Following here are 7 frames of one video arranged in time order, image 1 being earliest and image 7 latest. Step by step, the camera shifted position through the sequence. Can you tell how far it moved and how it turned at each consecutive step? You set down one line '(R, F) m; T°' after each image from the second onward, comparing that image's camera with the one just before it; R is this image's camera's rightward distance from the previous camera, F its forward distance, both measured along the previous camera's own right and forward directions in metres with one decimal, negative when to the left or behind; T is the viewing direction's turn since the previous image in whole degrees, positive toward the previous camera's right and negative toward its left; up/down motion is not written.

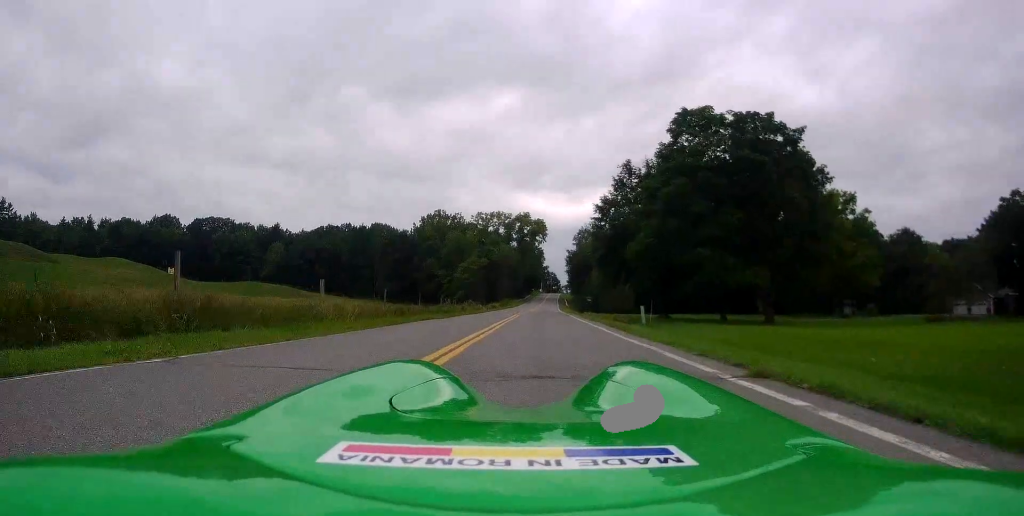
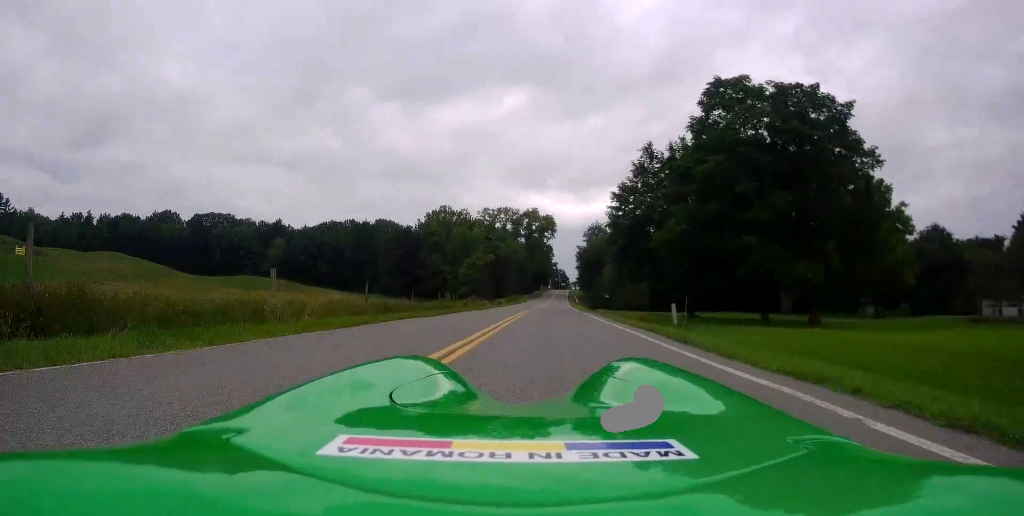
(+0.1, +5.6) m; -1°
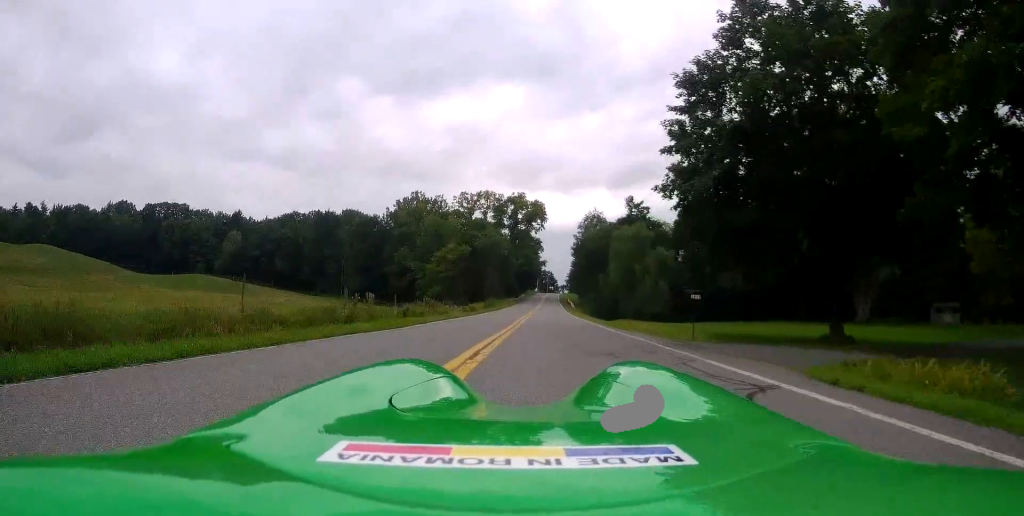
(+0.1, +22.4) m; +3°
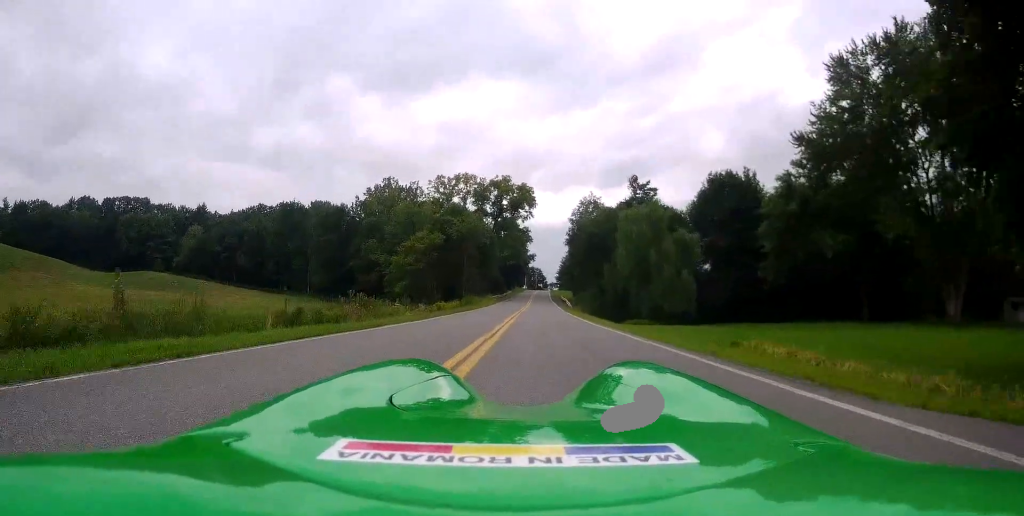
(-0.4, +15.8) m; -1°
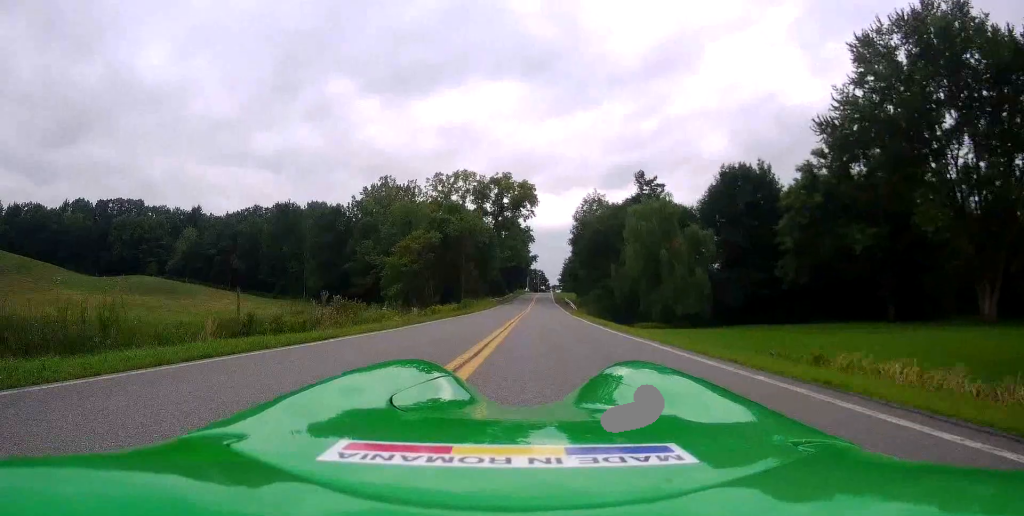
(+0.1, +4.1) m; 0°
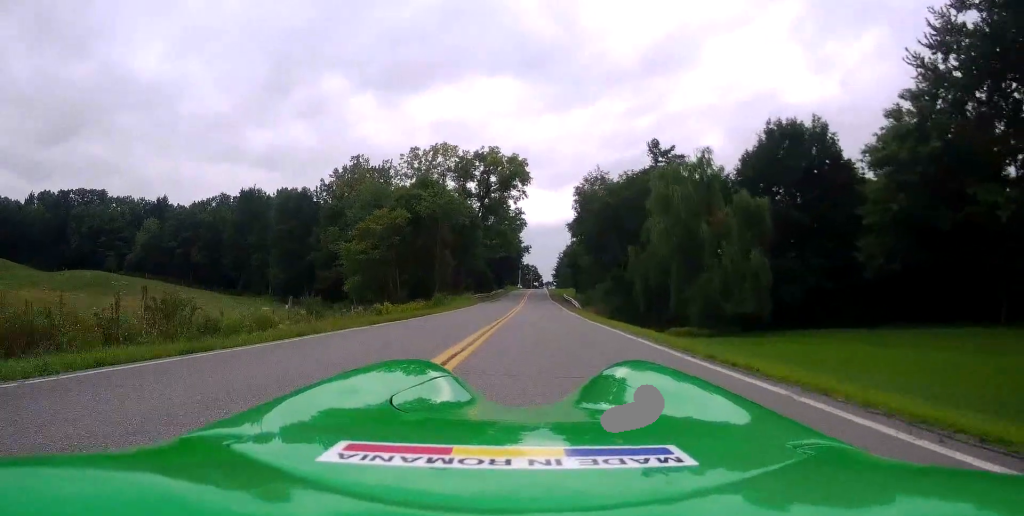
(-0.2, +14.8) m; +2°
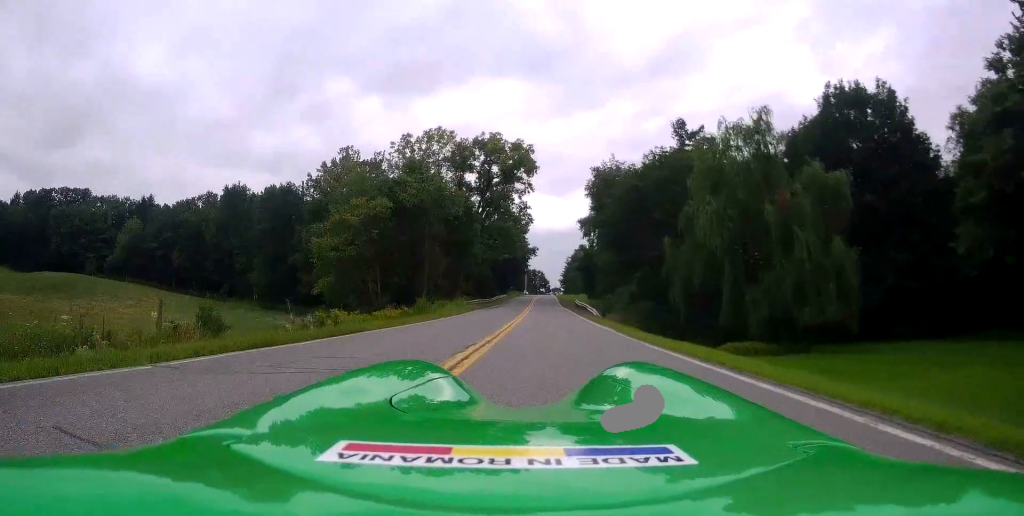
(+0.6, +9.8) m; 0°
